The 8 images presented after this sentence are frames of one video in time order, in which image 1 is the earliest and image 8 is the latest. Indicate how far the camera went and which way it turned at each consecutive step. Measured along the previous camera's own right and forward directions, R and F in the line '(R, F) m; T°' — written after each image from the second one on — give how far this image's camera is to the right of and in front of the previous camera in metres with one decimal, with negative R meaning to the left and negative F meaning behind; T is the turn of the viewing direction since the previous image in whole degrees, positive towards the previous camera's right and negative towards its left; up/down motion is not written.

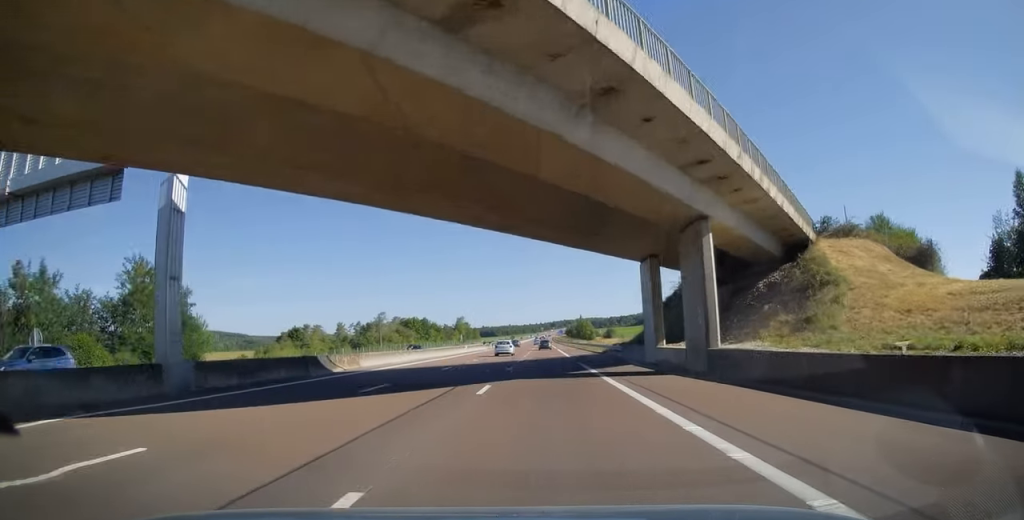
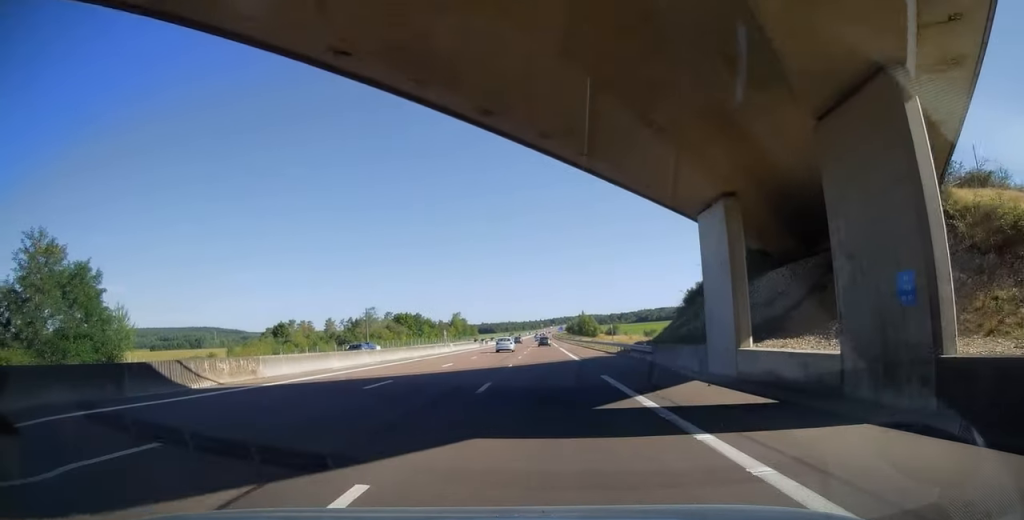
(0.0, +12.6) m; 0°
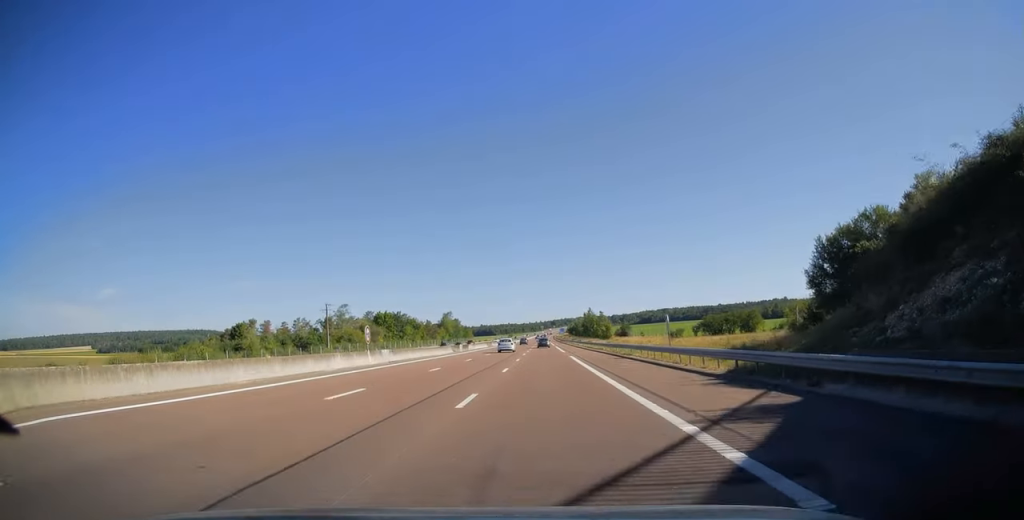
(0.0, +29.3) m; 0°
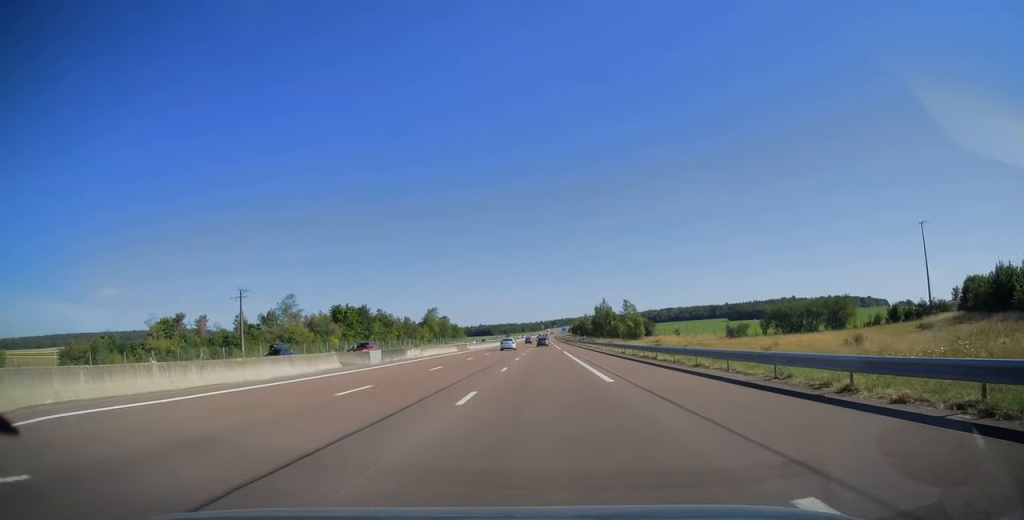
(0.0, +38.4) m; 0°
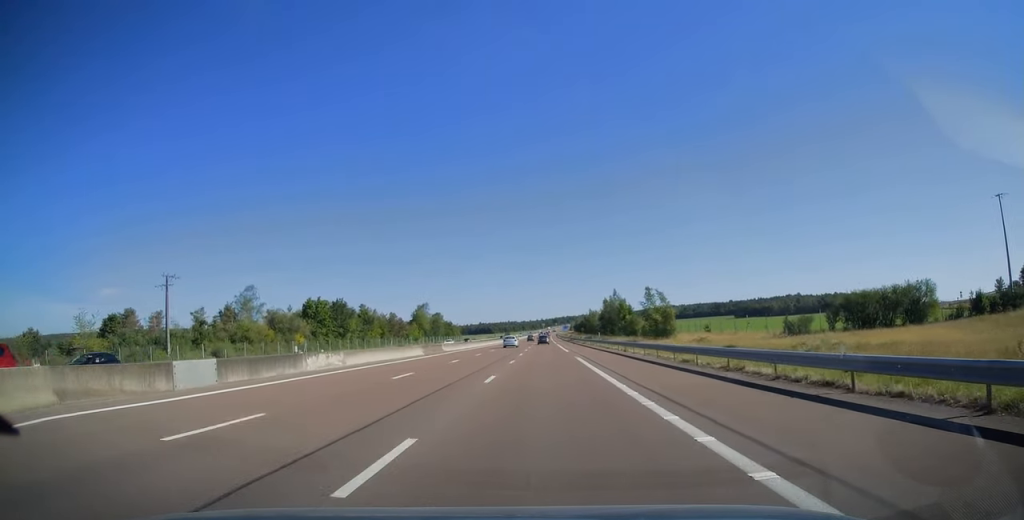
(0.0, +20.3) m; 0°
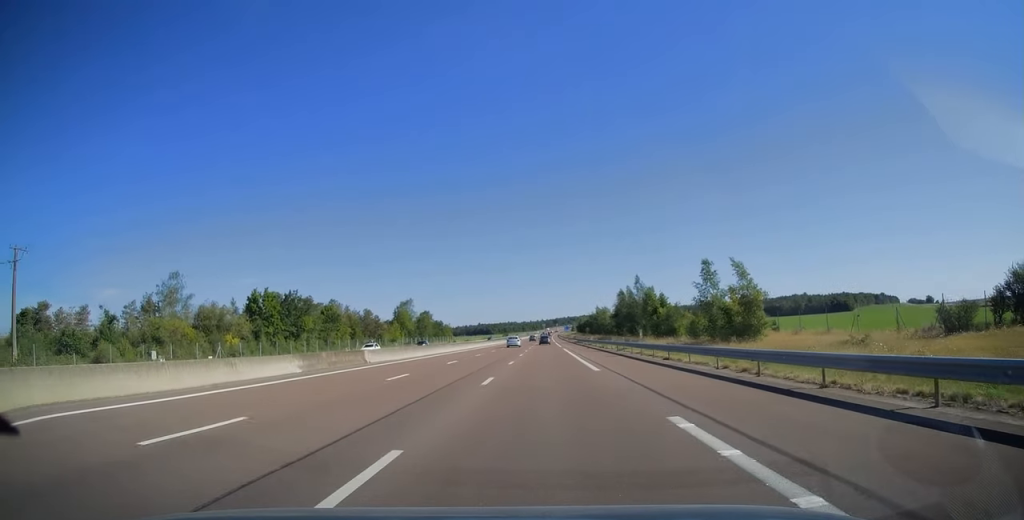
(0.0, +26.9) m; 0°
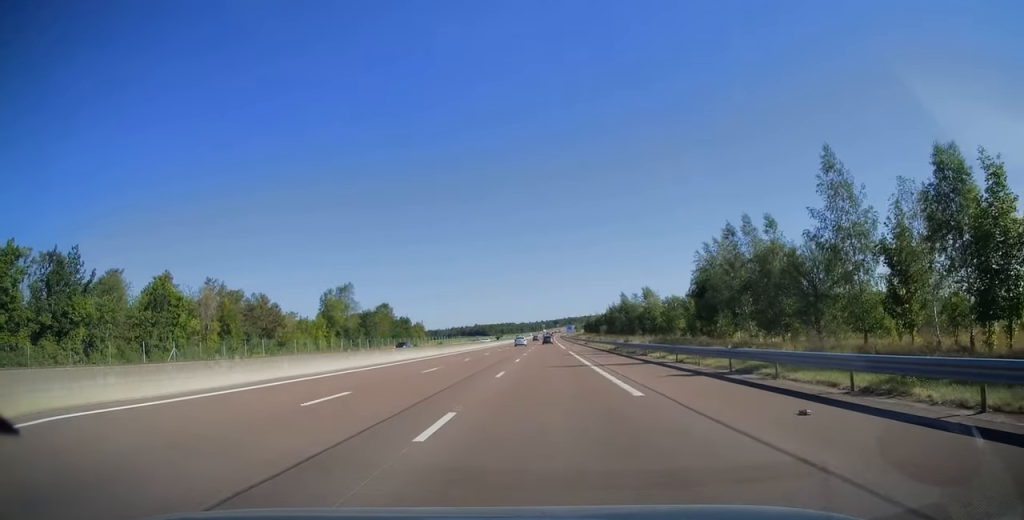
(-0.1, +60.9) m; 0°
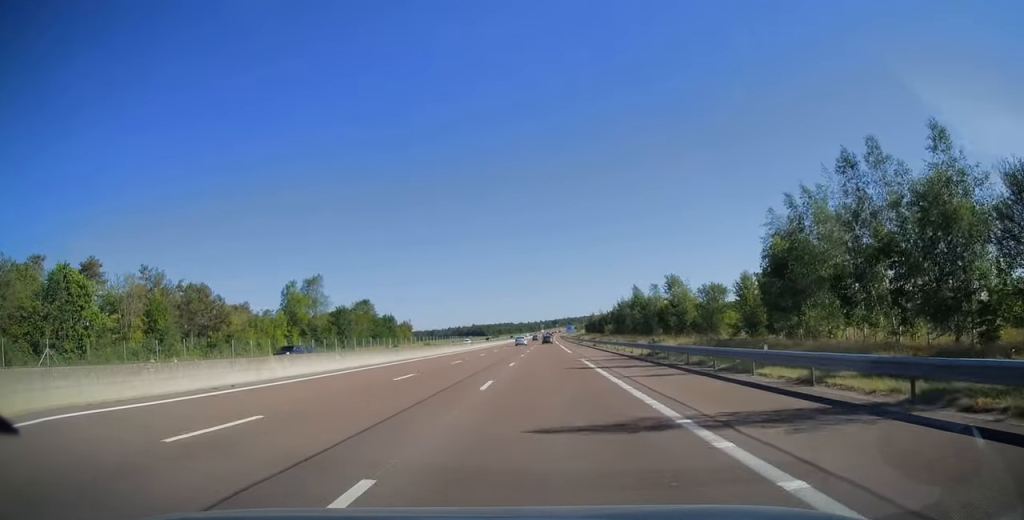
(0.0, +18.1) m; 0°
